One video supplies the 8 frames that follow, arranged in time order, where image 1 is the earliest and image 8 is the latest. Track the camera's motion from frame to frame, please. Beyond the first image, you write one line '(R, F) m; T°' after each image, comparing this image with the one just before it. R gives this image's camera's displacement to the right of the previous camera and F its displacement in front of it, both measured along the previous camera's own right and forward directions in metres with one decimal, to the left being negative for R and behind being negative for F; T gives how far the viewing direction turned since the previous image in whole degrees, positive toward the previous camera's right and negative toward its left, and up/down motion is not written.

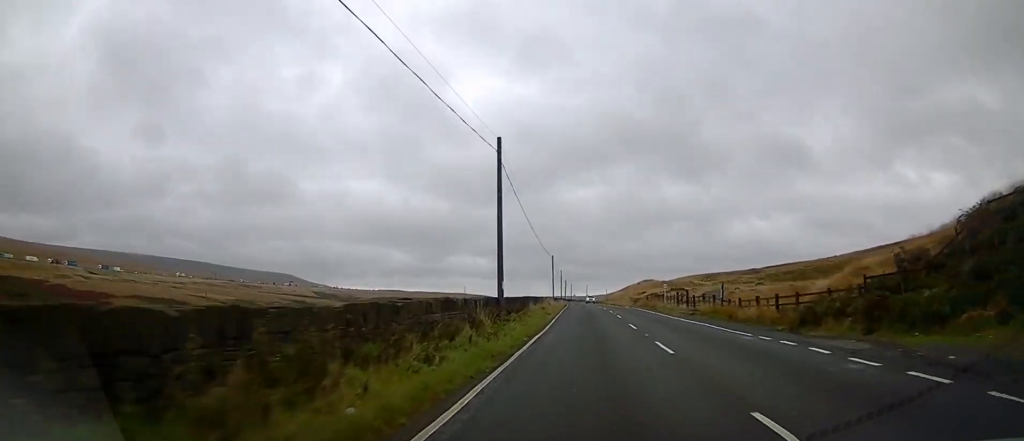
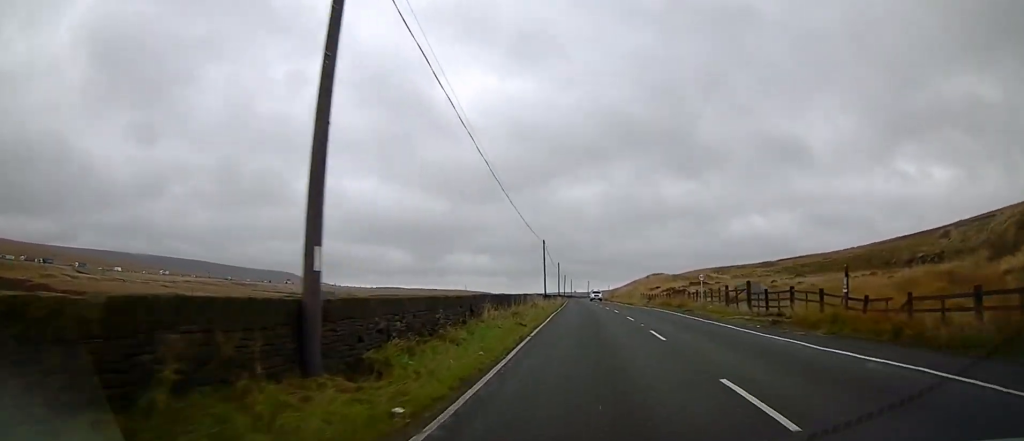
(+0.3, +15.5) m; +1°
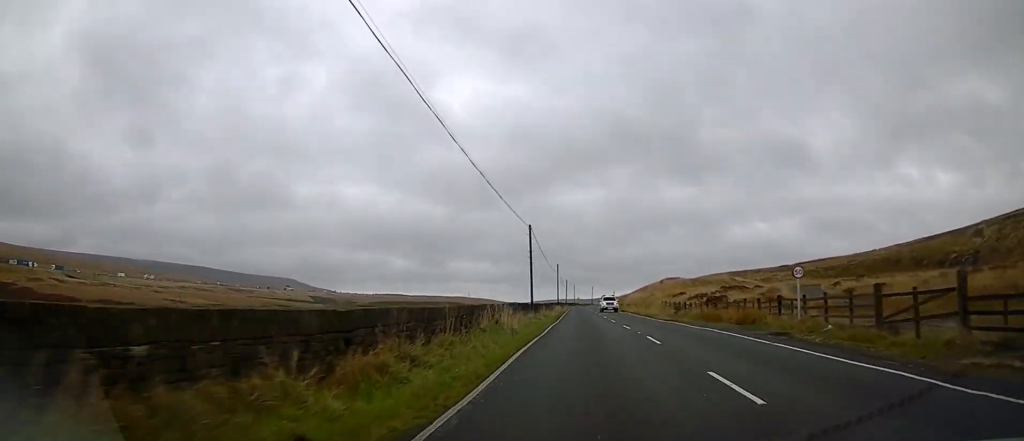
(+0.1, +15.8) m; 0°
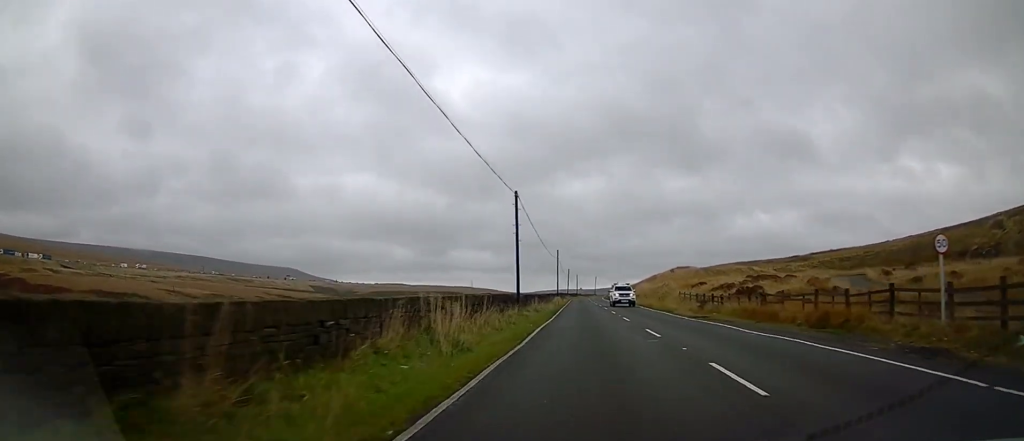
(+0.1, +8.6) m; 0°
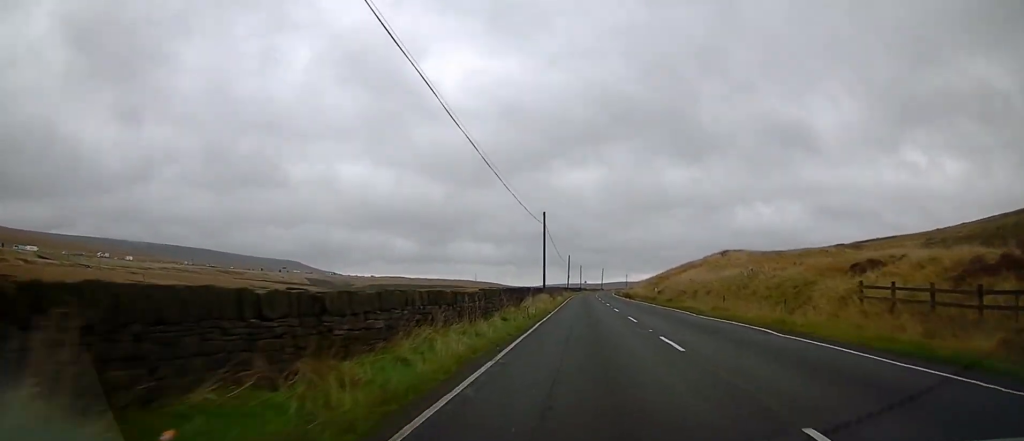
(-0.7, +30.5) m; -2°
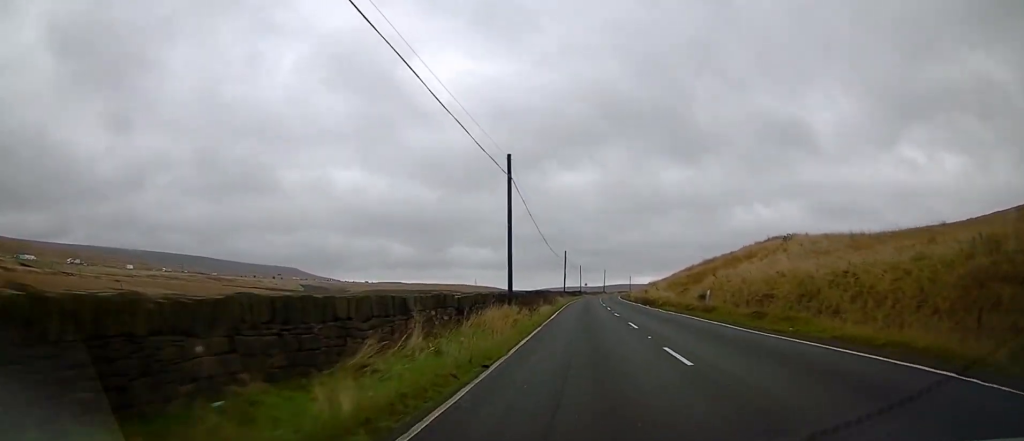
(0.0, +19.0) m; 0°
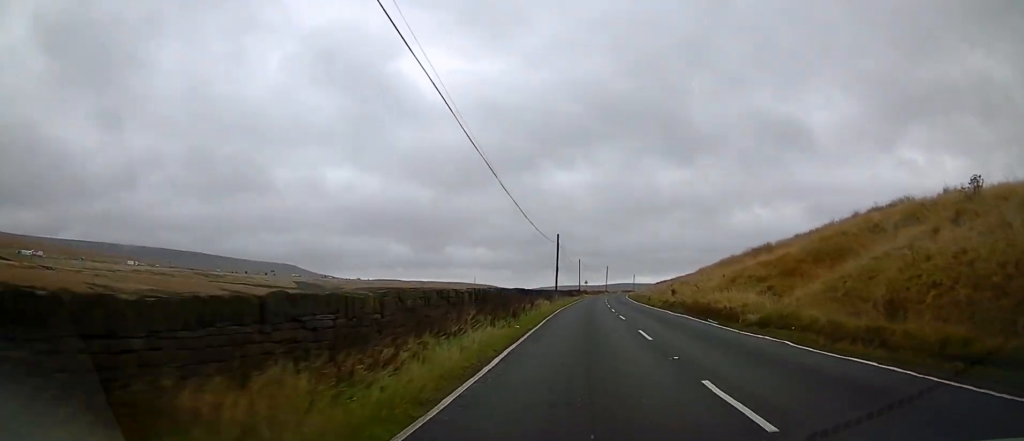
(+0.1, +21.6) m; +1°
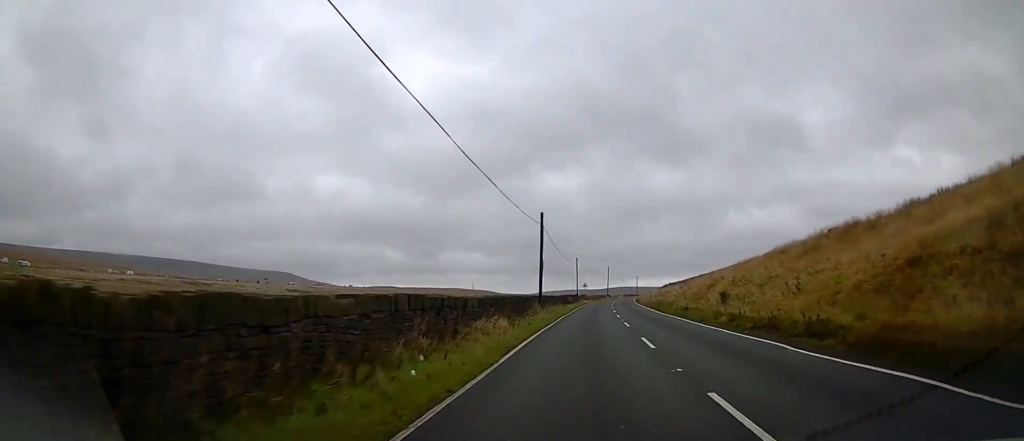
(+0.1, +18.1) m; 0°
